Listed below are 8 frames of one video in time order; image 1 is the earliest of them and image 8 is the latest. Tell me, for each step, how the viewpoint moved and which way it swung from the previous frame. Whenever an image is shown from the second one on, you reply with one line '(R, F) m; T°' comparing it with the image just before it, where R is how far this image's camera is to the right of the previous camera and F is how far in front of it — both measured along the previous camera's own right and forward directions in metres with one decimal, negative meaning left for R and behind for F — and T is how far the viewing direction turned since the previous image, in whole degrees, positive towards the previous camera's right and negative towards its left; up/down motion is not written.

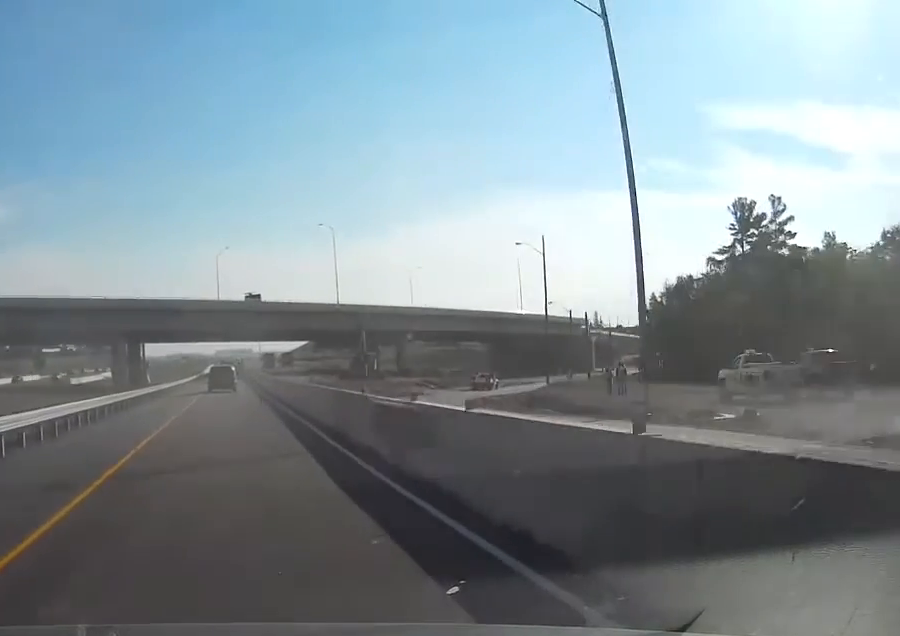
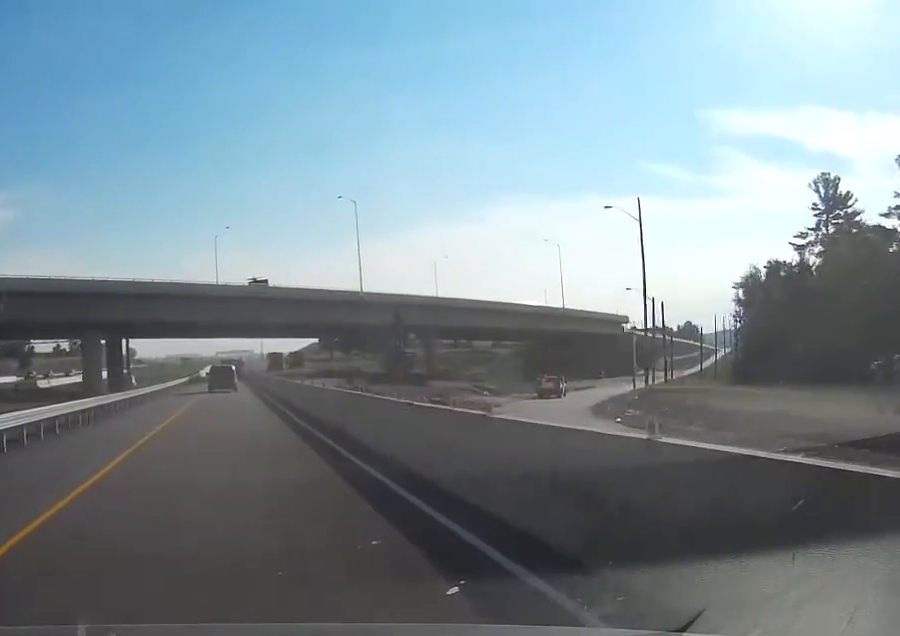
(0.0, +24.4) m; 0°
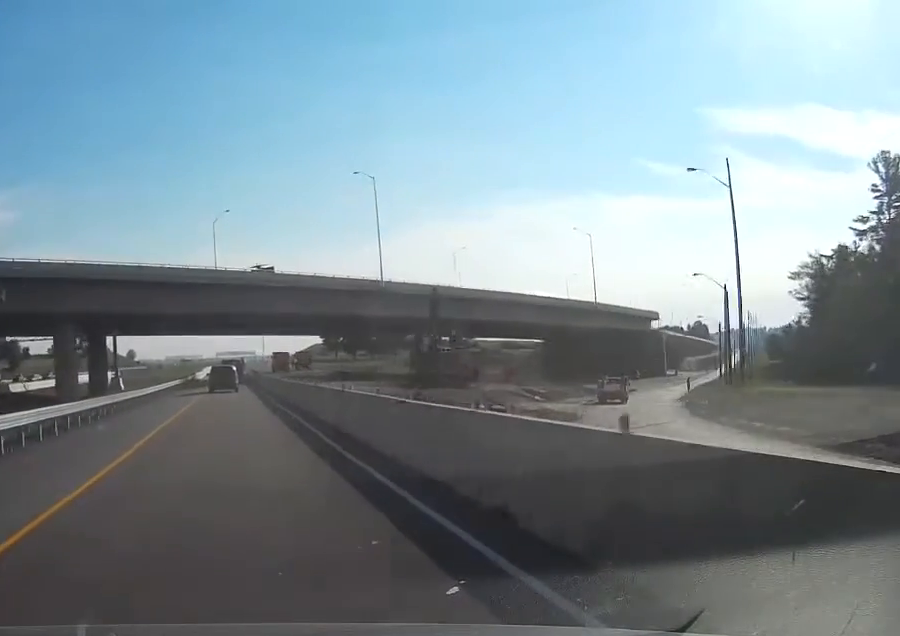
(0.0, +15.4) m; 0°
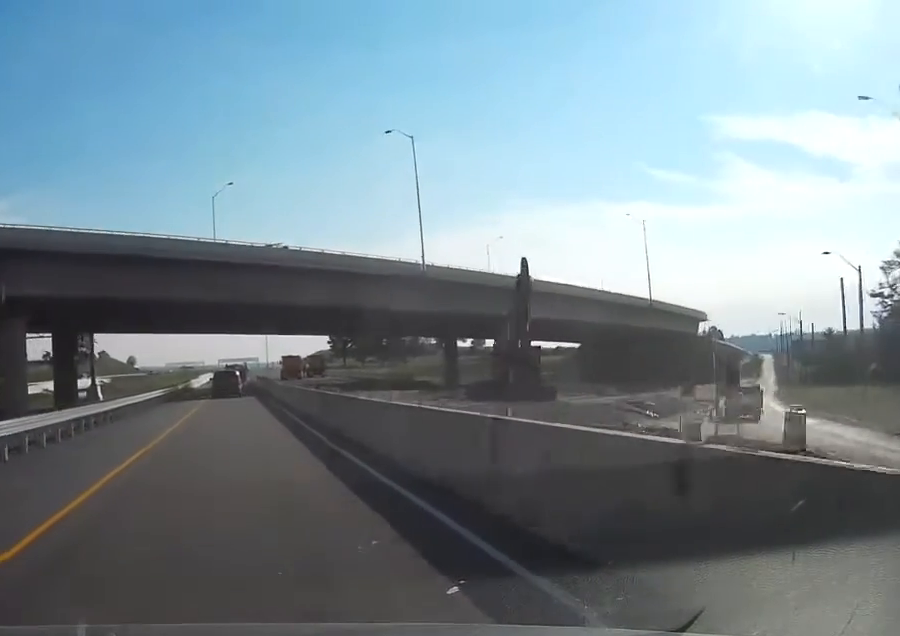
(0.0, +21.0) m; 0°
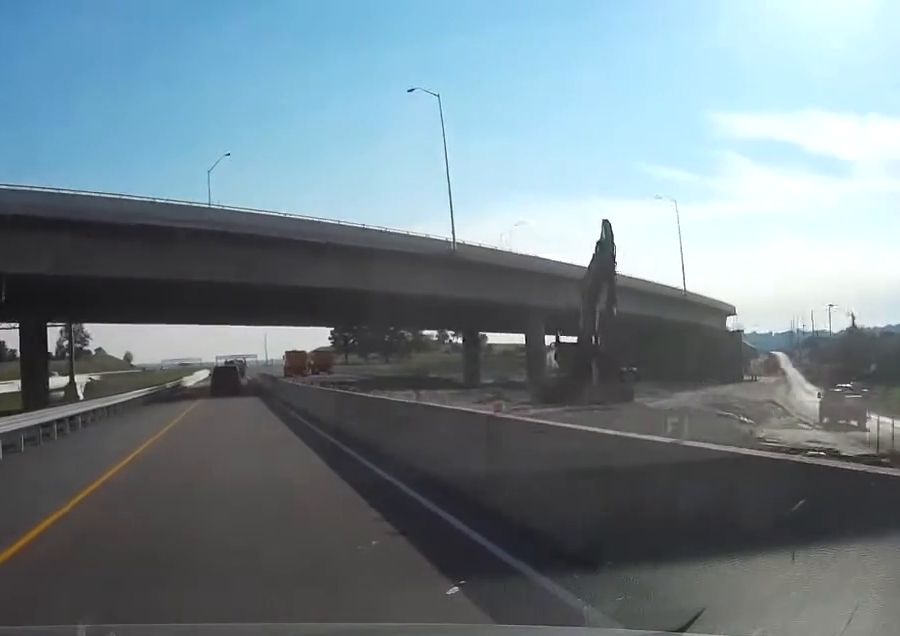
(0.0, +11.8) m; 0°
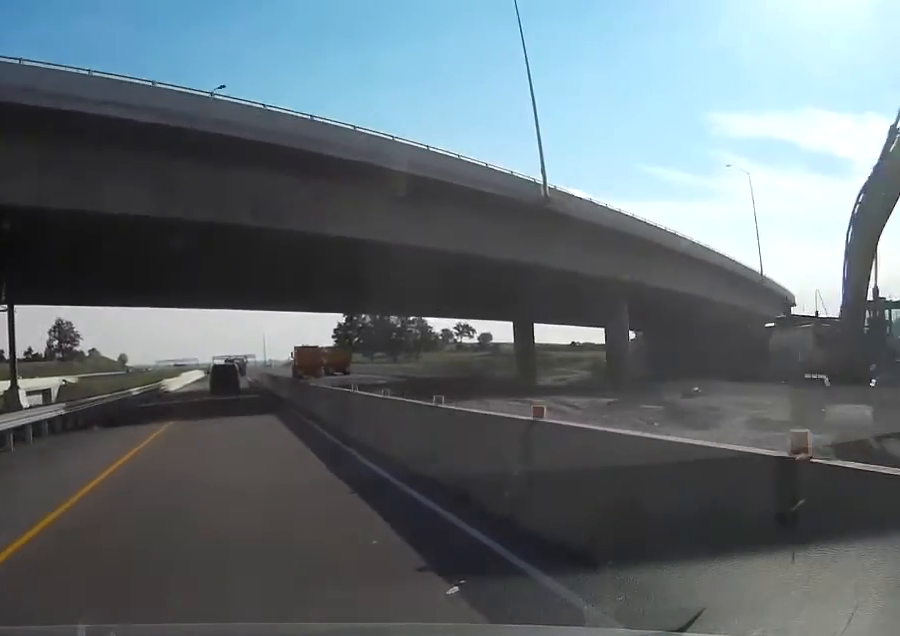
(+0.1, +21.4) m; 0°
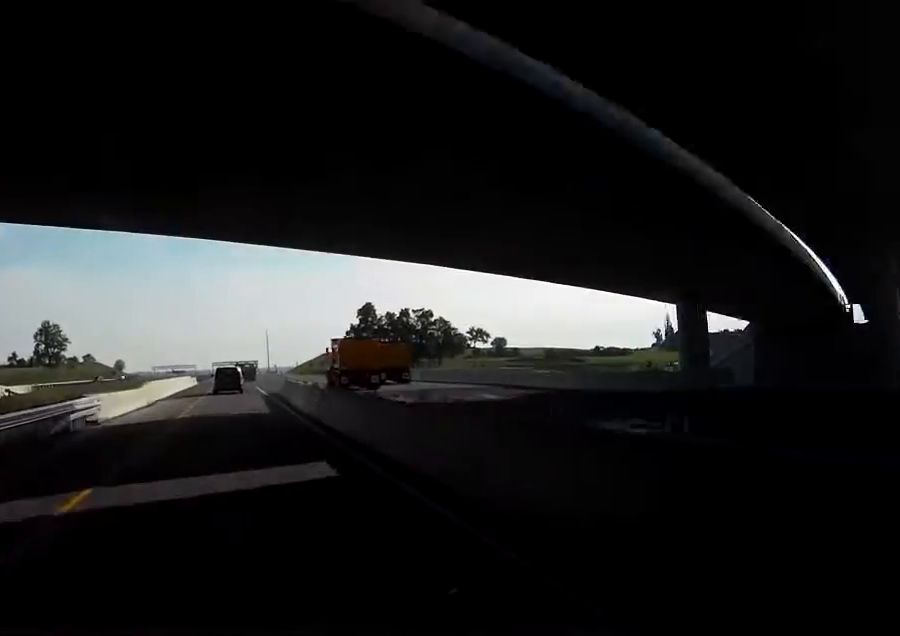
(+0.1, +34.6) m; 0°
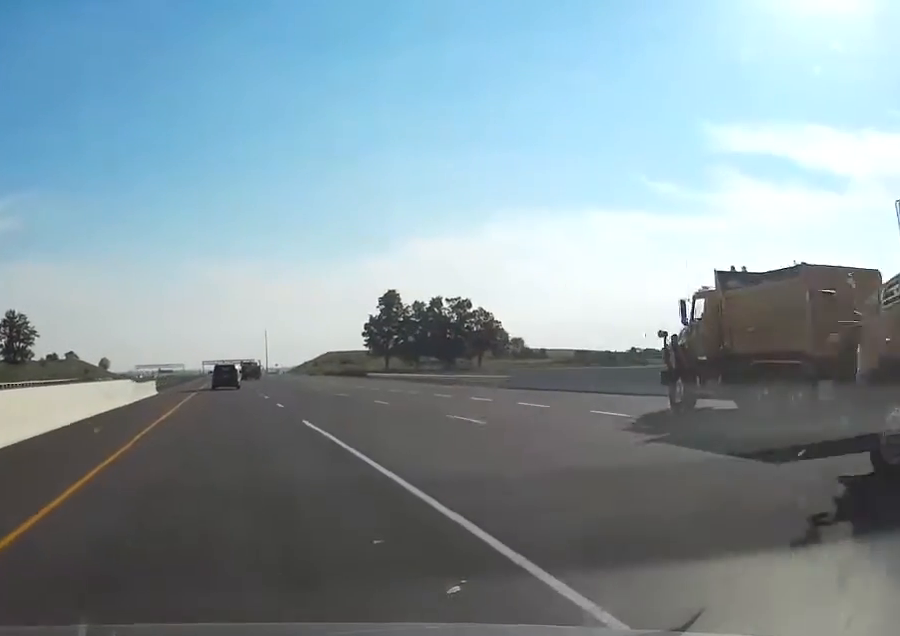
(-0.1, +55.4) m; 0°
